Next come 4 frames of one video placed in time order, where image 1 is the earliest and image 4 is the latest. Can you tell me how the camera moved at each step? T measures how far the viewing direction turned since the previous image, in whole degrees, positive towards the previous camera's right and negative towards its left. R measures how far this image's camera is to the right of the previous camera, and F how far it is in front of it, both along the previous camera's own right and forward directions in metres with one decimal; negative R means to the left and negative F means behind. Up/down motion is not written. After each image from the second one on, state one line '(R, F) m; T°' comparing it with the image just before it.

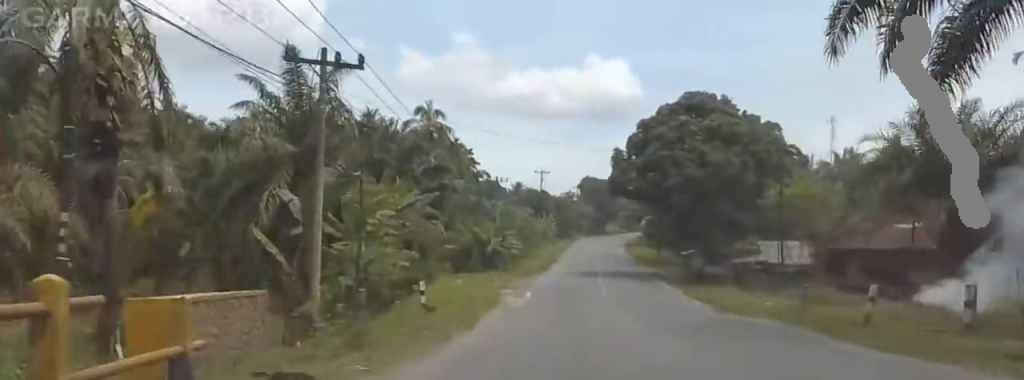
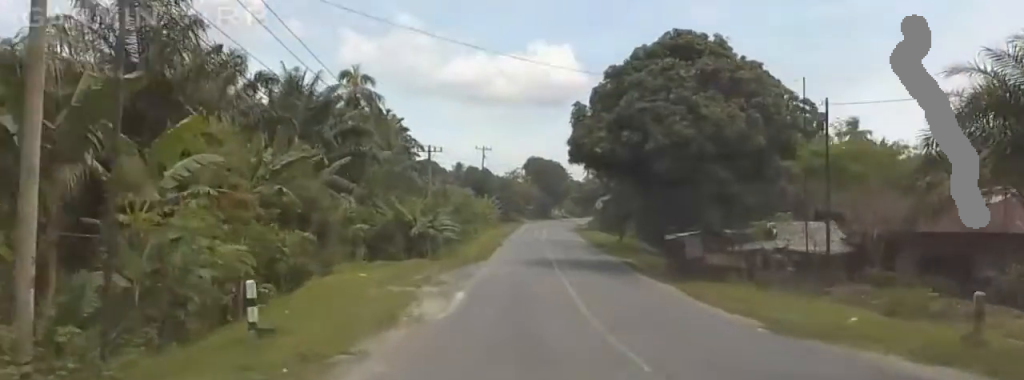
(-0.8, +11.0) m; +1°
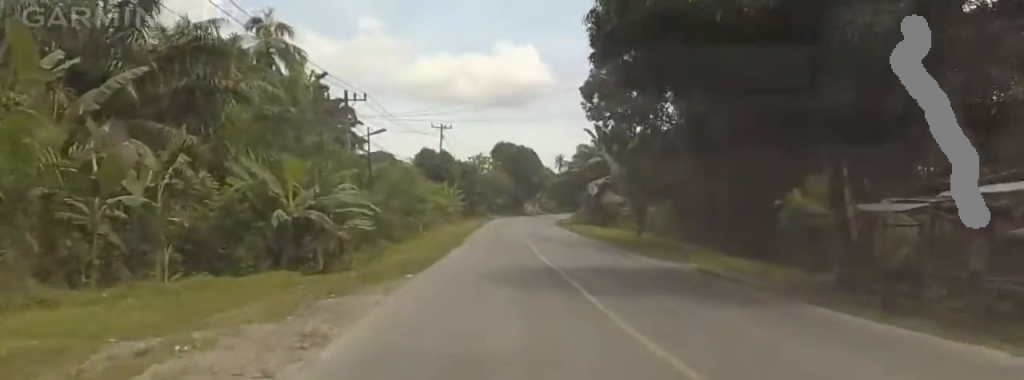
(+0.5, +20.6) m; -1°
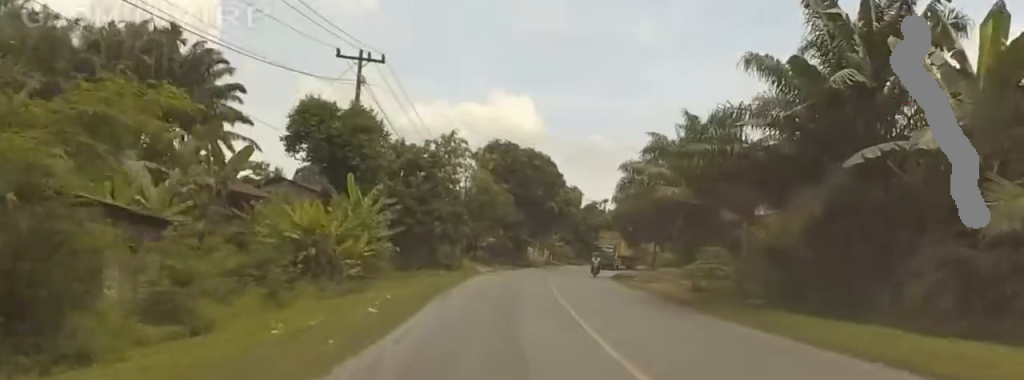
(+1.2, +51.7) m; +2°
